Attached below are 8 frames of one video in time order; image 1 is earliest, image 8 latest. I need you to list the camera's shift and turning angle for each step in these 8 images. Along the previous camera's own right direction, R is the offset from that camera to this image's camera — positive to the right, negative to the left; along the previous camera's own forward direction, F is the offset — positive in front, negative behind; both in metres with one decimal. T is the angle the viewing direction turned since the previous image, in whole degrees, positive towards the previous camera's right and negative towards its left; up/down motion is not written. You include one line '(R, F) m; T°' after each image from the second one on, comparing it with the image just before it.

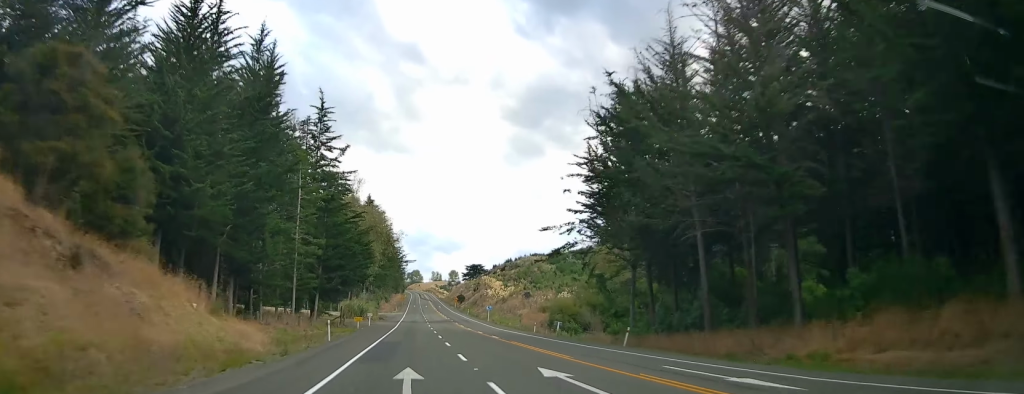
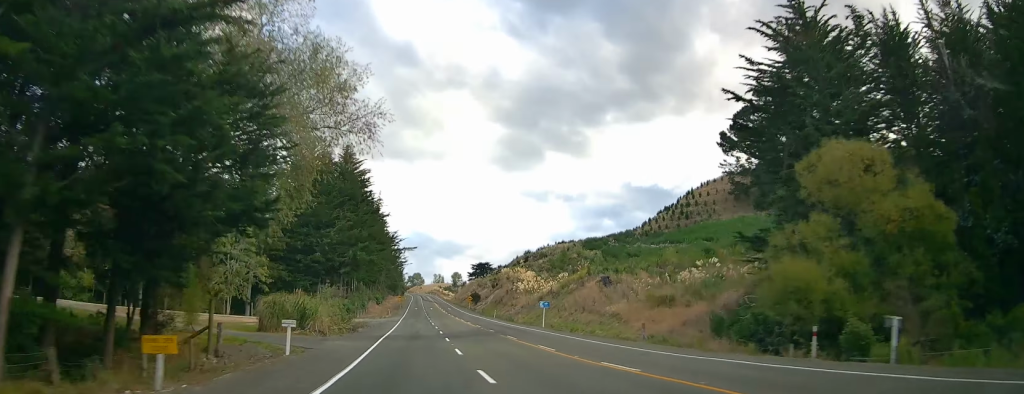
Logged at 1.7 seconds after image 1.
(+1.4, +46.2) m; +2°
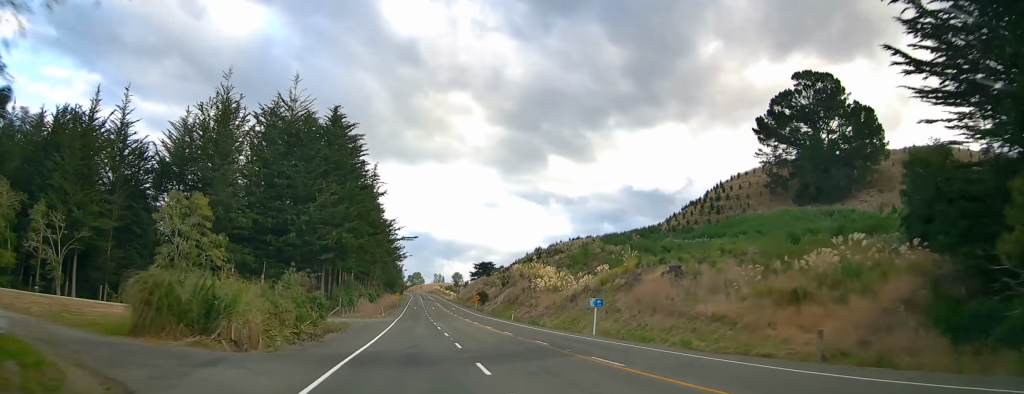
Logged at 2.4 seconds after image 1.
(0.0, +18.6) m; -1°
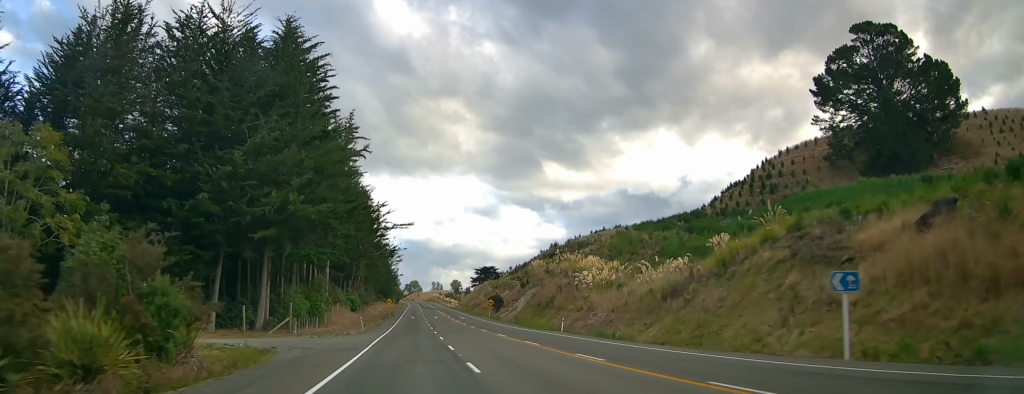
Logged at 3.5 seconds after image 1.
(-0.8, +28.0) m; -1°
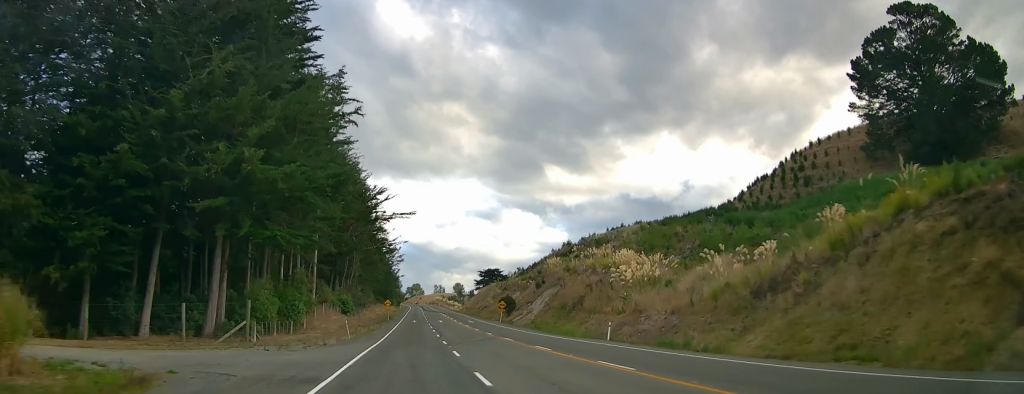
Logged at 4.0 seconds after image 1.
(0.0, +12.1) m; 0°
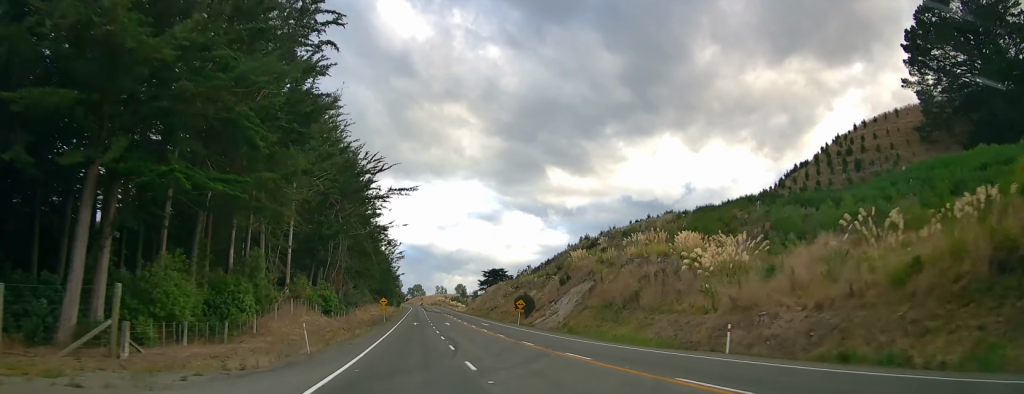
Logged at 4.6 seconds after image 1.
(0.0, +15.4) m; 0°
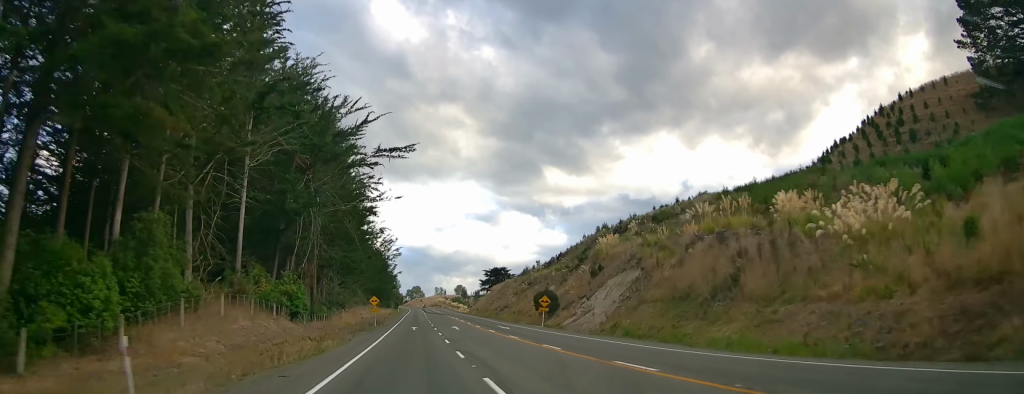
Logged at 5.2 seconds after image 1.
(0.0, +15.4) m; 0°
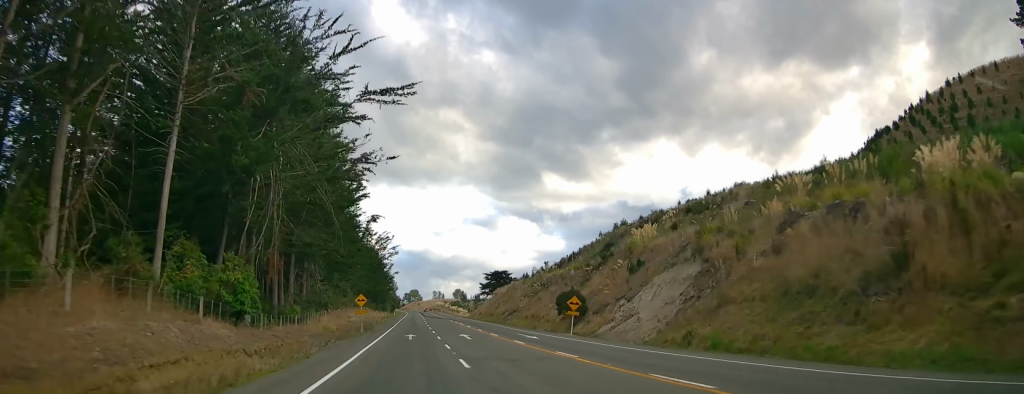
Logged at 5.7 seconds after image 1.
(0.0, +12.7) m; 0°
